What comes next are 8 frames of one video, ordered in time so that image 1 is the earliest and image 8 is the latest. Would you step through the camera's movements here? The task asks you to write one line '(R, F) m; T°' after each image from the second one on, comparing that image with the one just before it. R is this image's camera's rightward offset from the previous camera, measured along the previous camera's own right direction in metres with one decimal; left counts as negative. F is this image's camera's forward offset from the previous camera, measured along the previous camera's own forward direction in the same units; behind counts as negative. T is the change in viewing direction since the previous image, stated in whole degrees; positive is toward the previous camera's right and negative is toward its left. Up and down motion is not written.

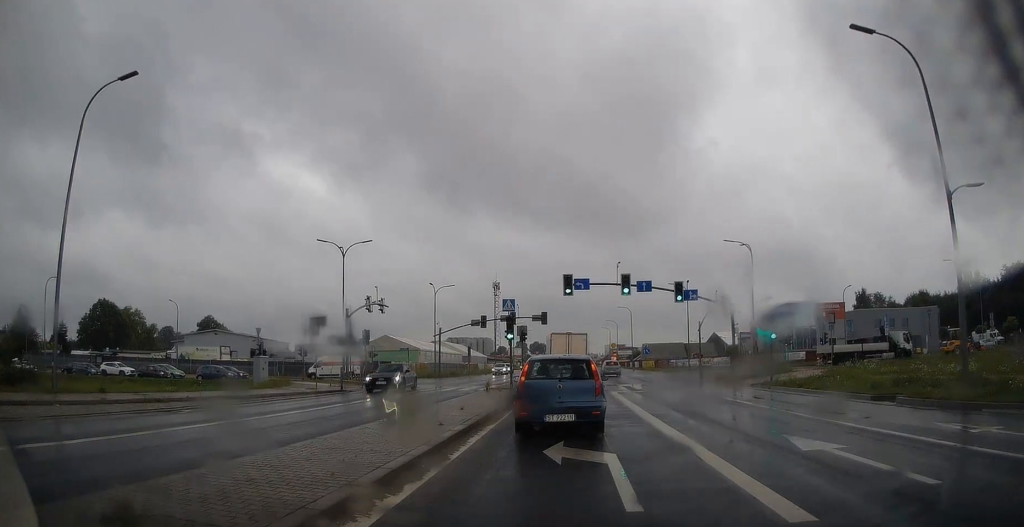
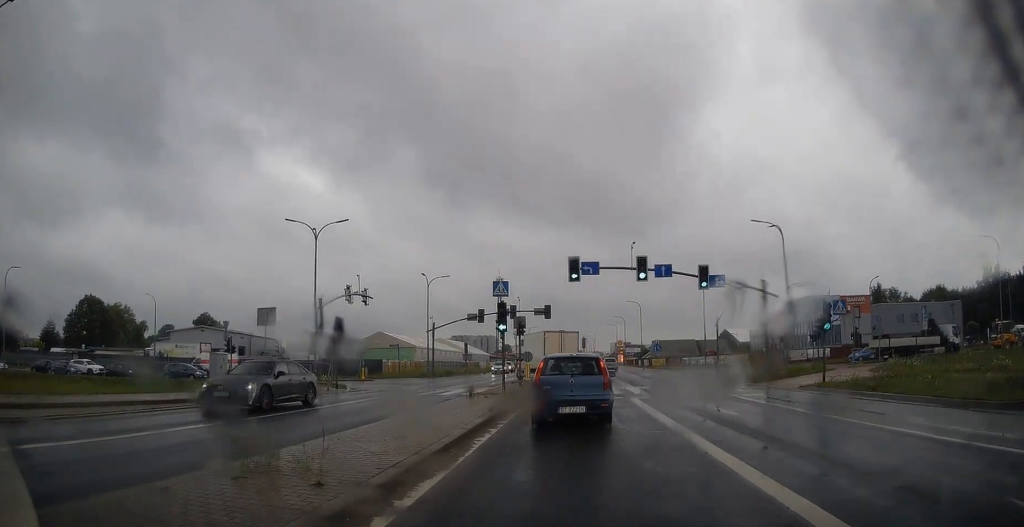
(-0.1, +6.0) m; -5°
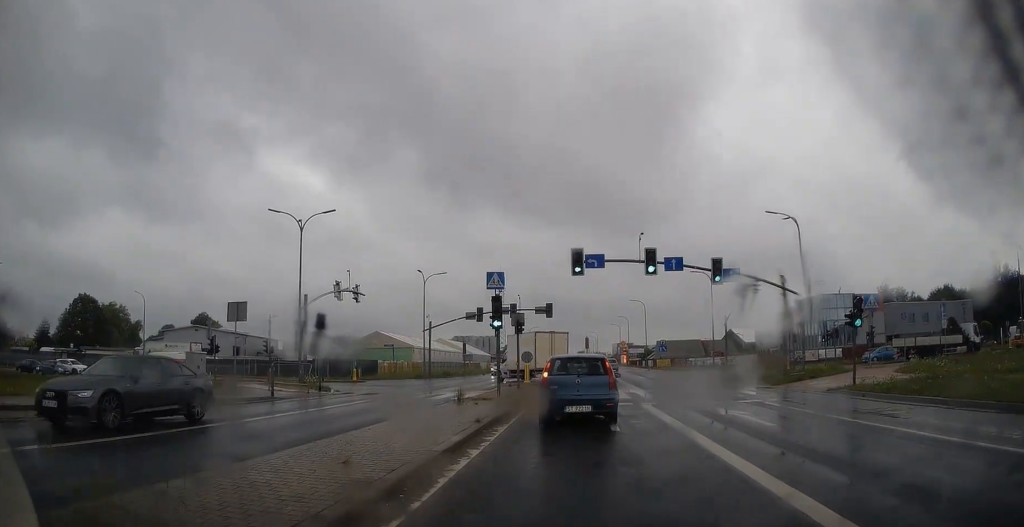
(-0.1, +2.7) m; -2°
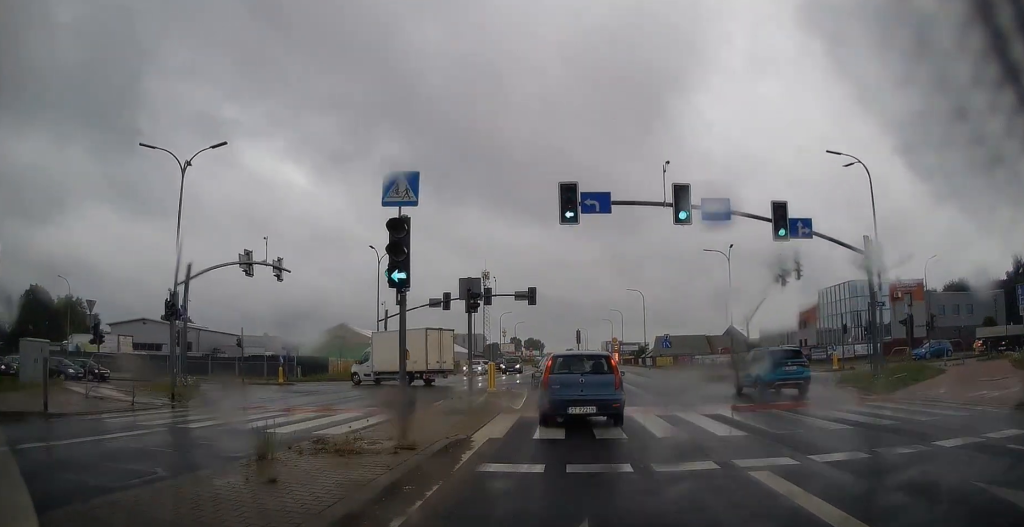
(+0.4, +11.5) m; +5°
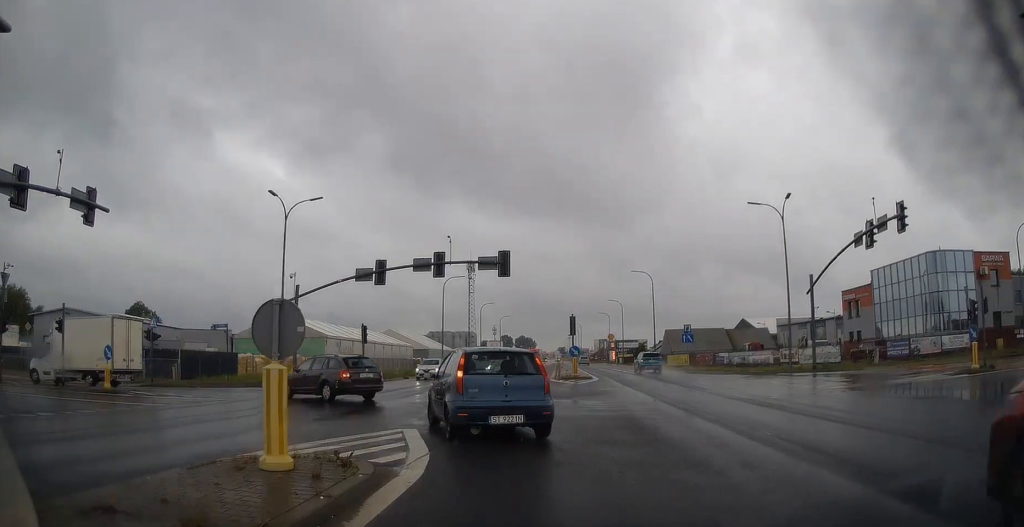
(-0.2, +15.5) m; -3°
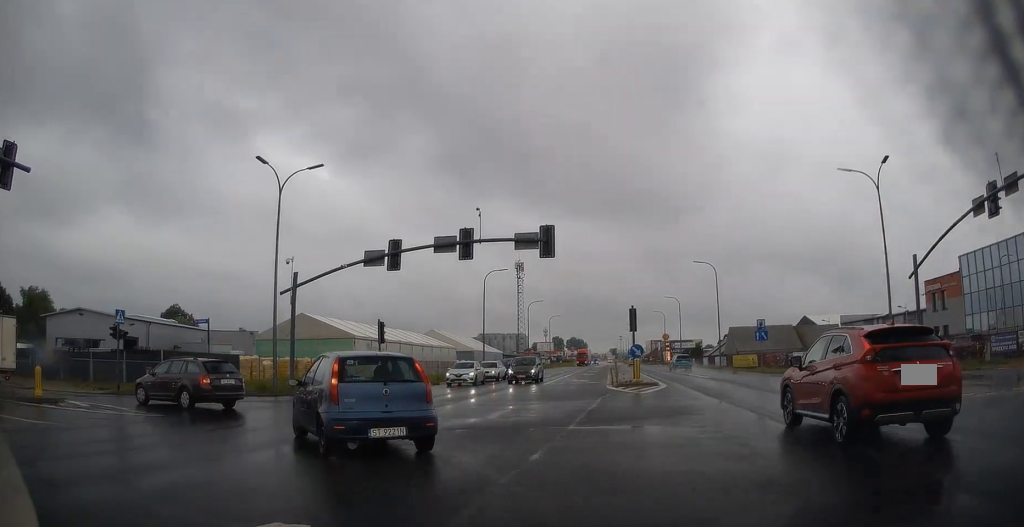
(-0.1, +6.5) m; -5°
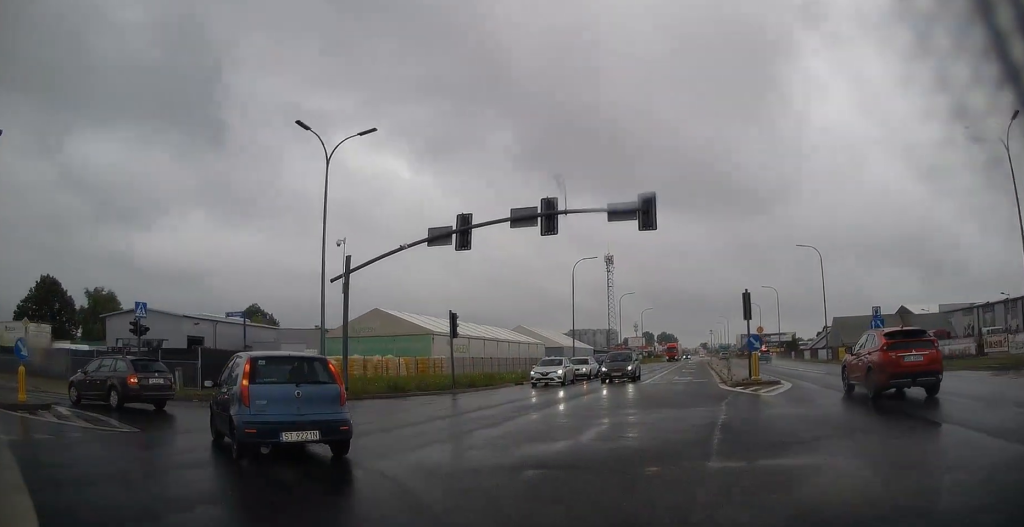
(-0.2, +4.5) m; -8°
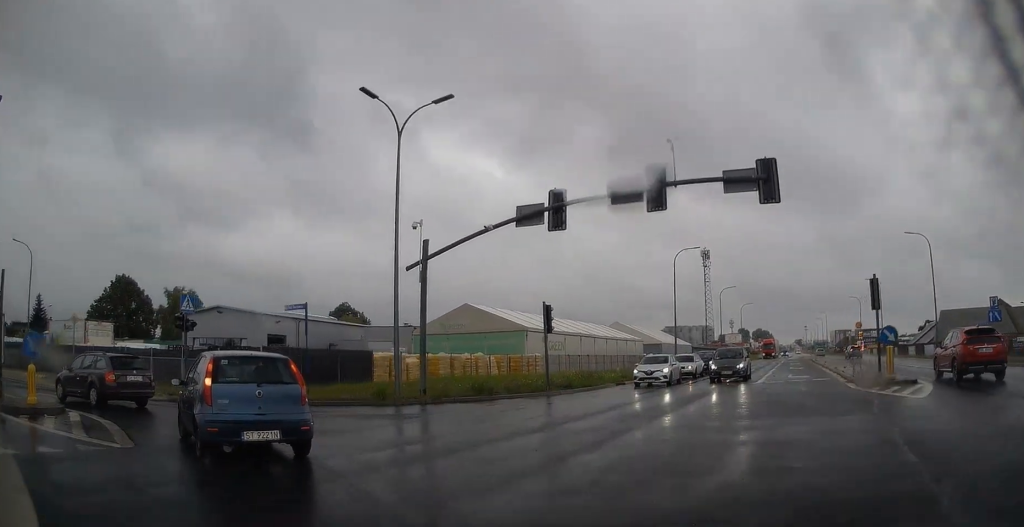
(+0.1, +3.1) m; -8°
